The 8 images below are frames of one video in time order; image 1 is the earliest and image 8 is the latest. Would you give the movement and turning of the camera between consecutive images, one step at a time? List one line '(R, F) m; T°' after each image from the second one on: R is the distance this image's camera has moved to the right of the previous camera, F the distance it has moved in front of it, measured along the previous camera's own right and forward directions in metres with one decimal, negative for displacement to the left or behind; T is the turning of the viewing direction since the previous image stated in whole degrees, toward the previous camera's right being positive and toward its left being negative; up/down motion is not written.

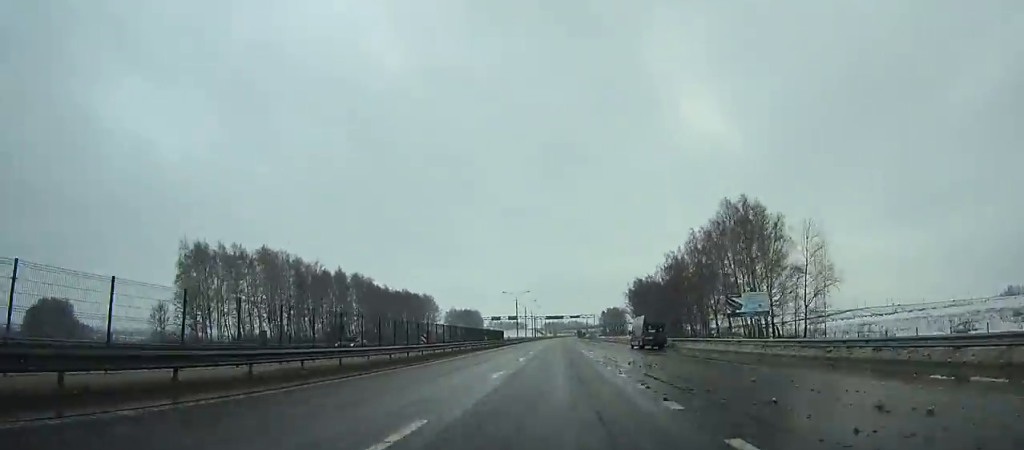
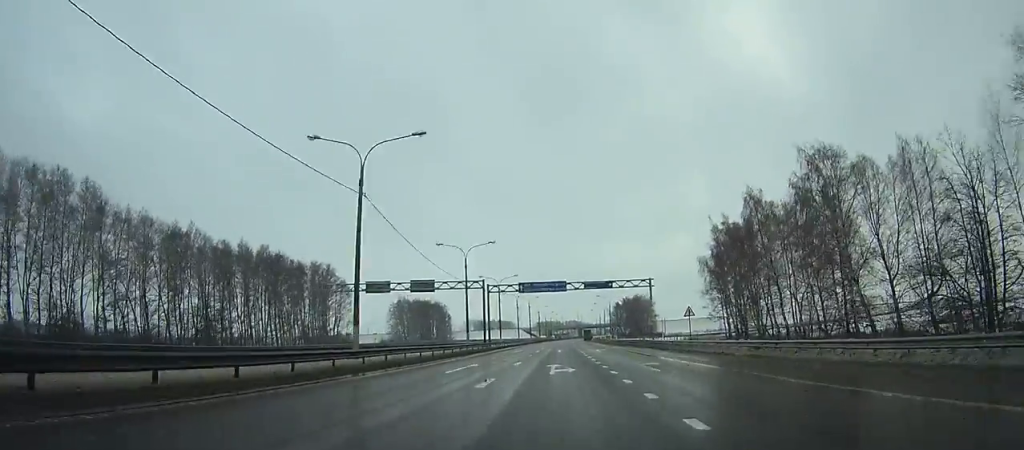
(+0.2, +123.8) m; +1°
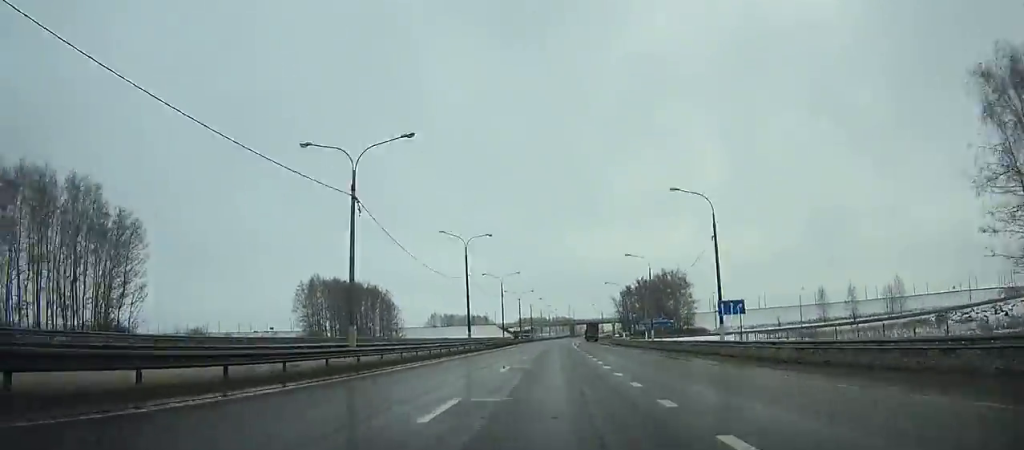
(+1.5, +90.1) m; +1°
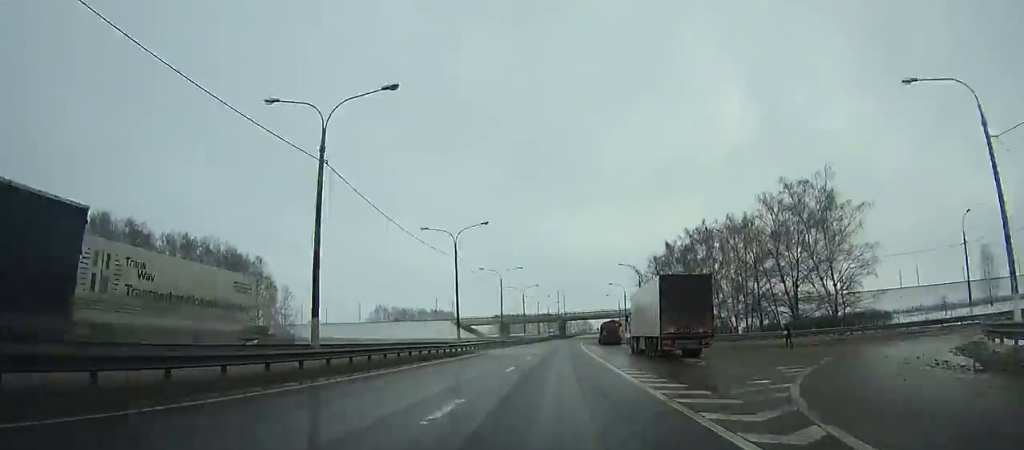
(+1.0, +96.0) m; +3°
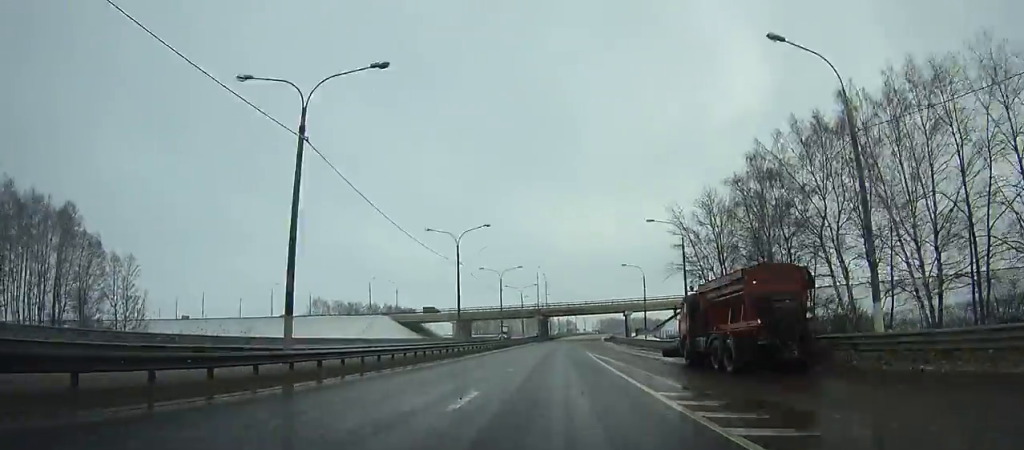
(+1.9, +58.1) m; +2°
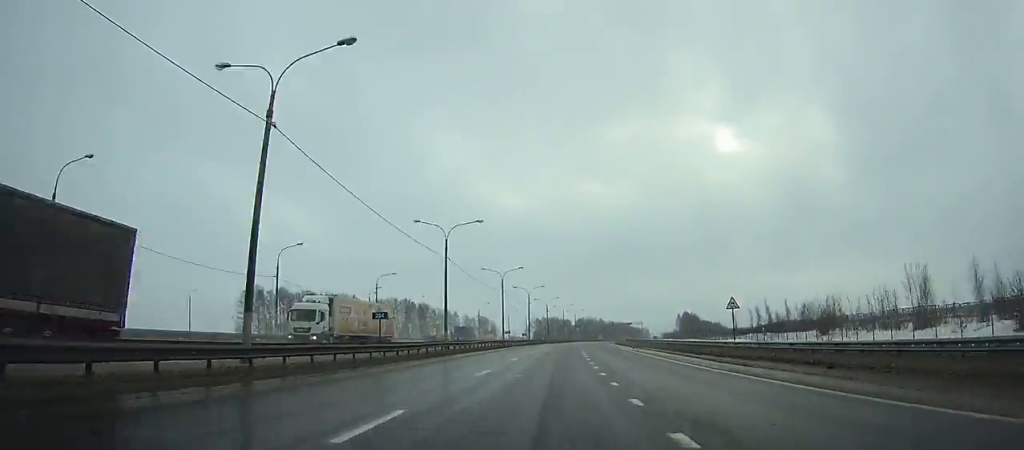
(+12.0, +202.2) m; +7°
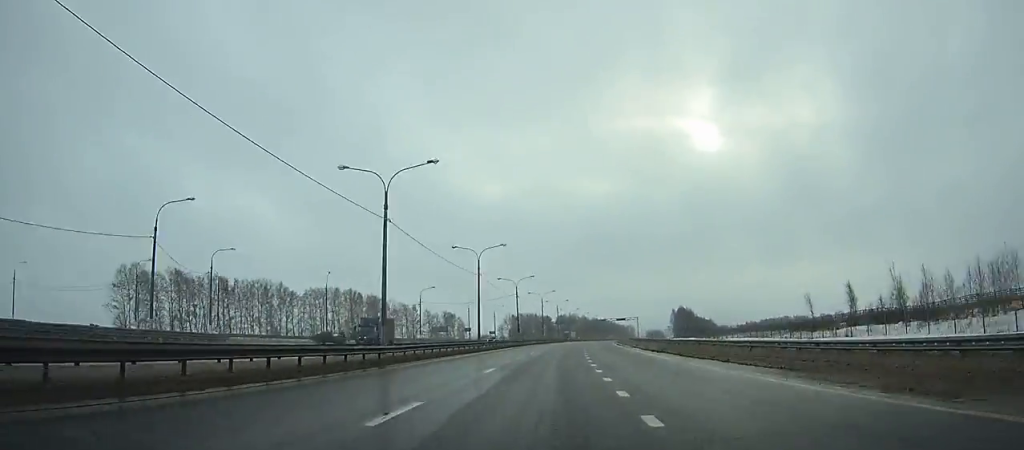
(-0.8, +47.7) m; +2°
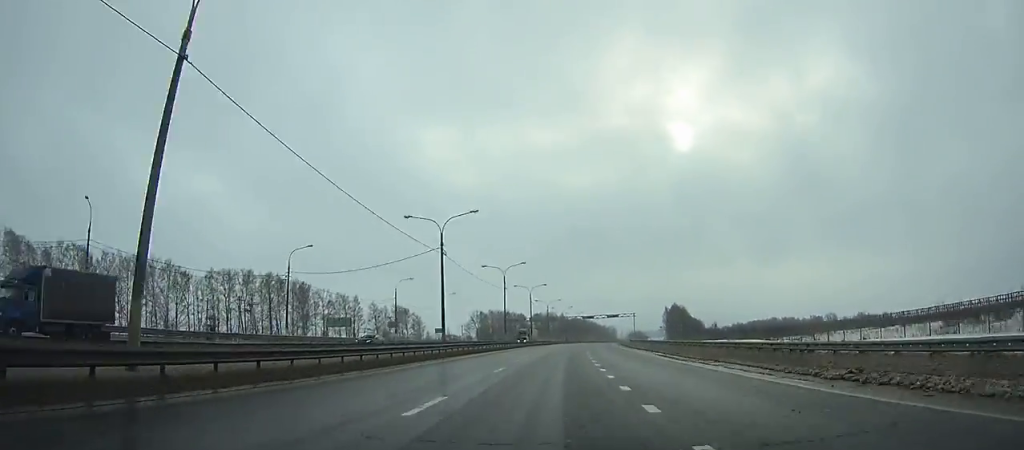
(+1.7, +47.2) m; +2°
